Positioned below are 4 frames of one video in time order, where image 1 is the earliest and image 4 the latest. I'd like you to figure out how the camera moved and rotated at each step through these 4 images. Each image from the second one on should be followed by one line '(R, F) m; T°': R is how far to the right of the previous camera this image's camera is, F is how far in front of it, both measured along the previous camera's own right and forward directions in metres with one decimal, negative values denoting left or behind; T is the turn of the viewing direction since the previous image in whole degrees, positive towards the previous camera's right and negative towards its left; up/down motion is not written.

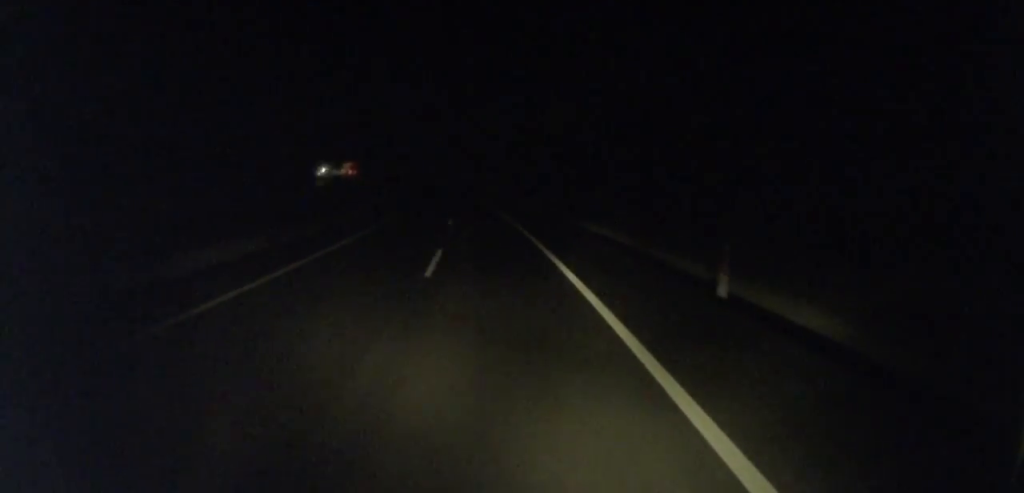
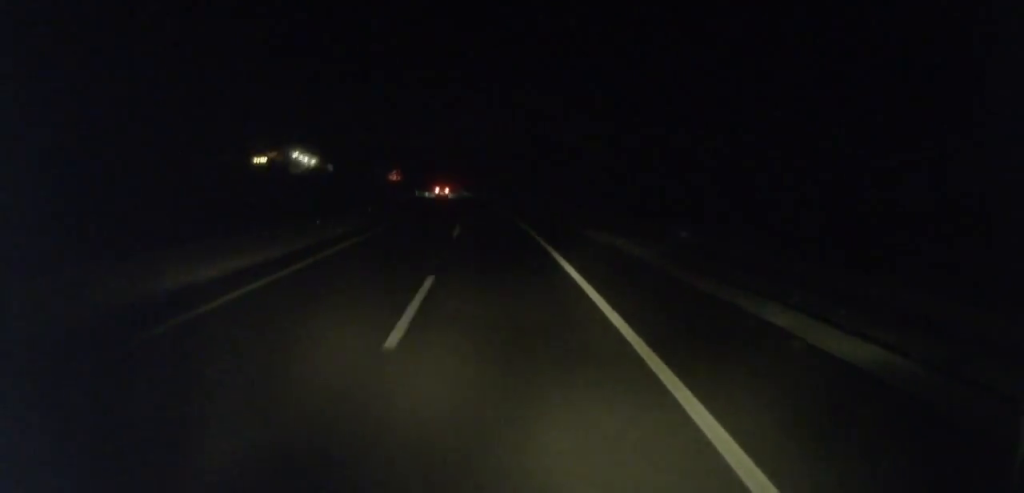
(-91.4, +315.7) m; -31°
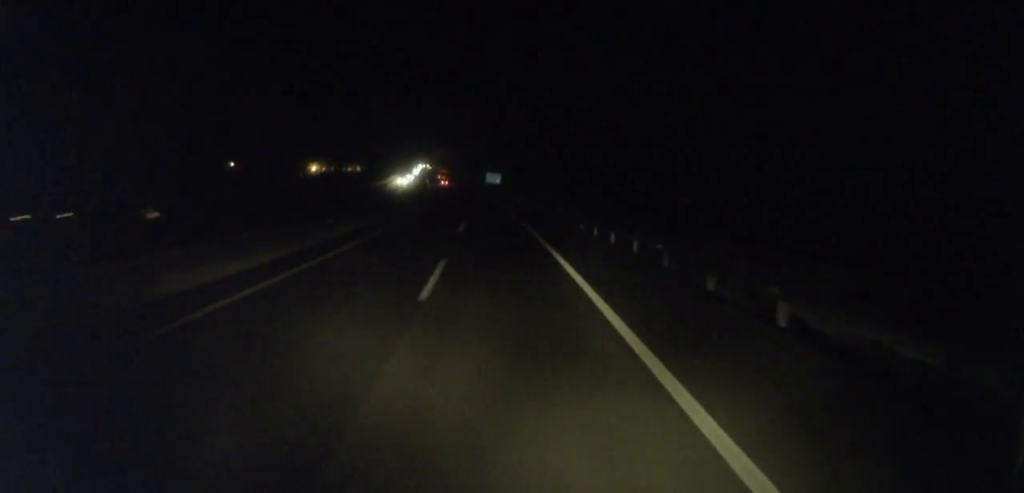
(-38.6, +249.3) m; -15°
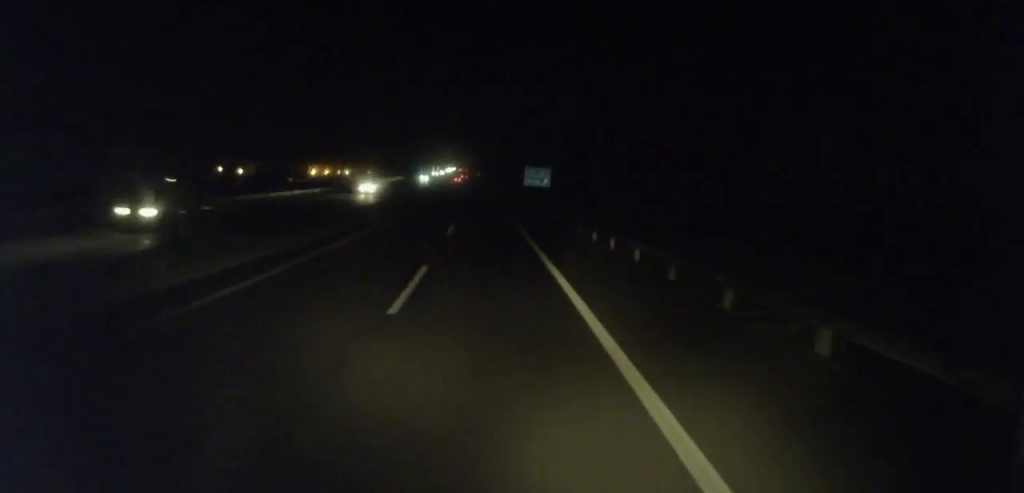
(-0.4, +71.2) m; -3°
